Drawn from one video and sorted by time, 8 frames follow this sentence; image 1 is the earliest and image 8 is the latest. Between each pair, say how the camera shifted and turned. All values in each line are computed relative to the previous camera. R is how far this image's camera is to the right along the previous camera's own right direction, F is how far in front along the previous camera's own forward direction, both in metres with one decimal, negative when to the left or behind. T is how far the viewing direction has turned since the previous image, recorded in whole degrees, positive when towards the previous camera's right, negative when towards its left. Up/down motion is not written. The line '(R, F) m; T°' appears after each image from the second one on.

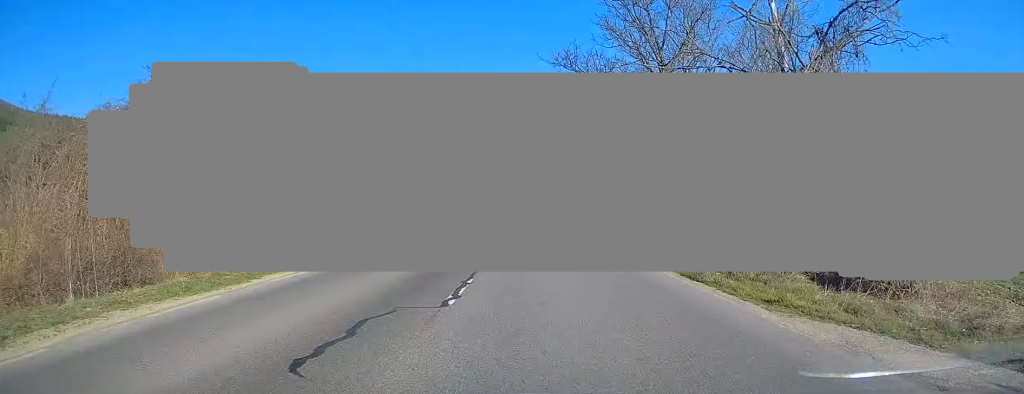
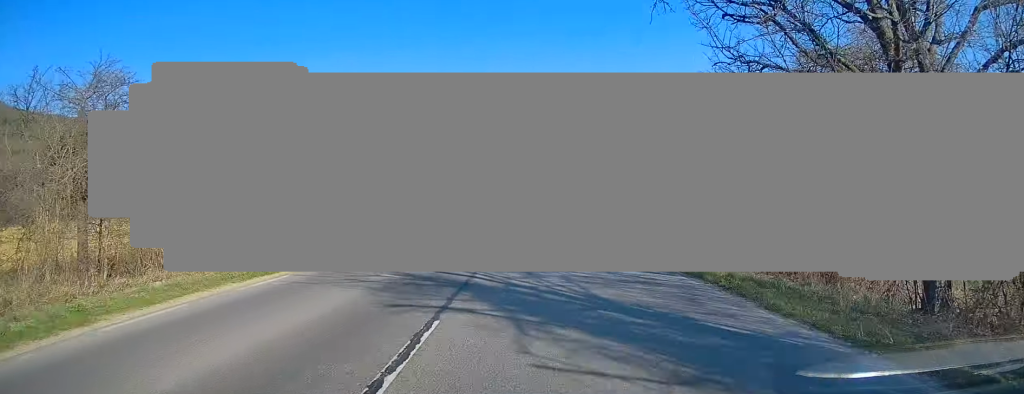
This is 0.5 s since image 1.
(-0.1, +13.0) m; 0°
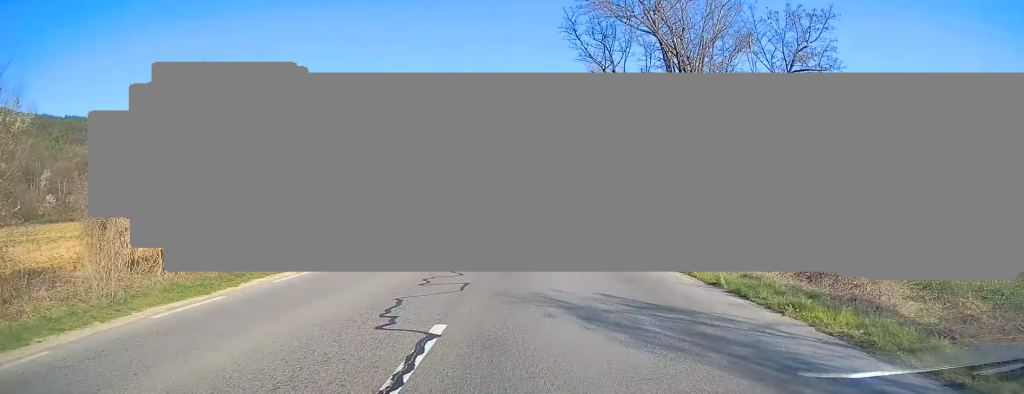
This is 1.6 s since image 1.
(+0.1, +27.2) m; 0°
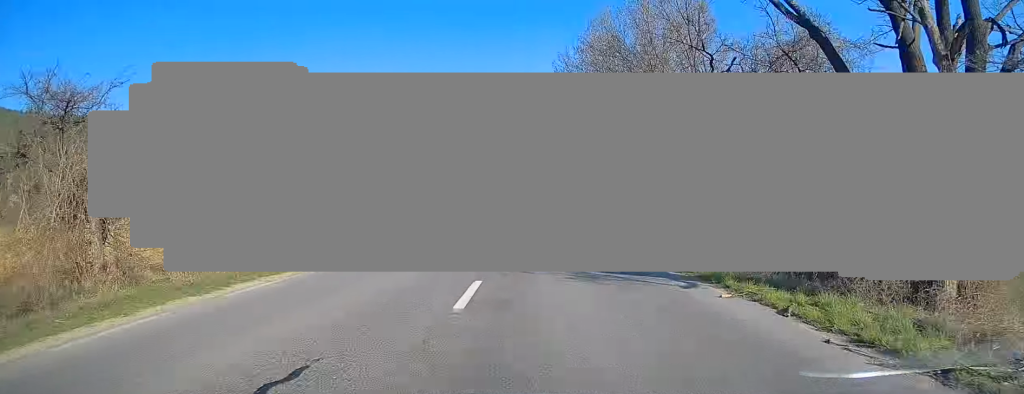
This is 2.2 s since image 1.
(-0.1, +14.0) m; 0°
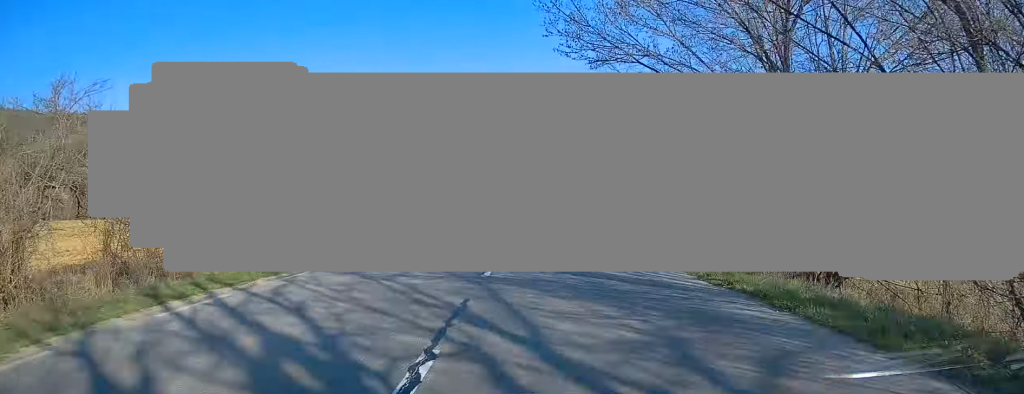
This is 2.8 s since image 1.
(-0.1, +14.1) m; 0°
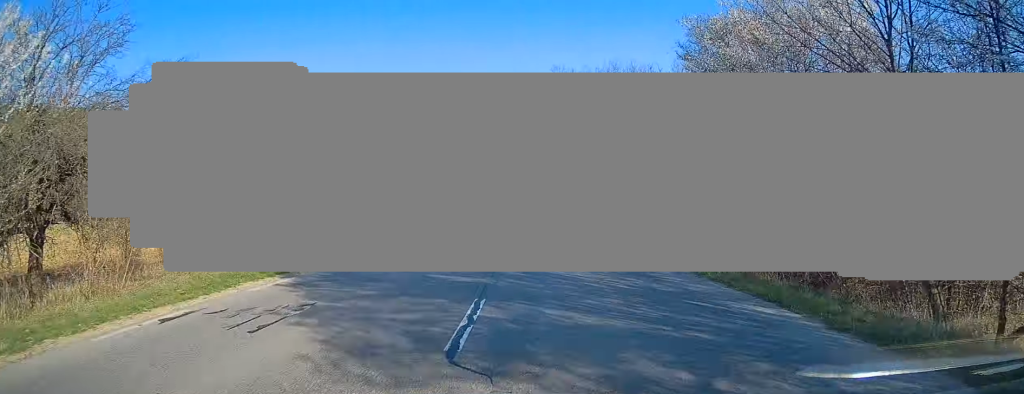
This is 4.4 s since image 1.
(+0.4, +41.8) m; +1°
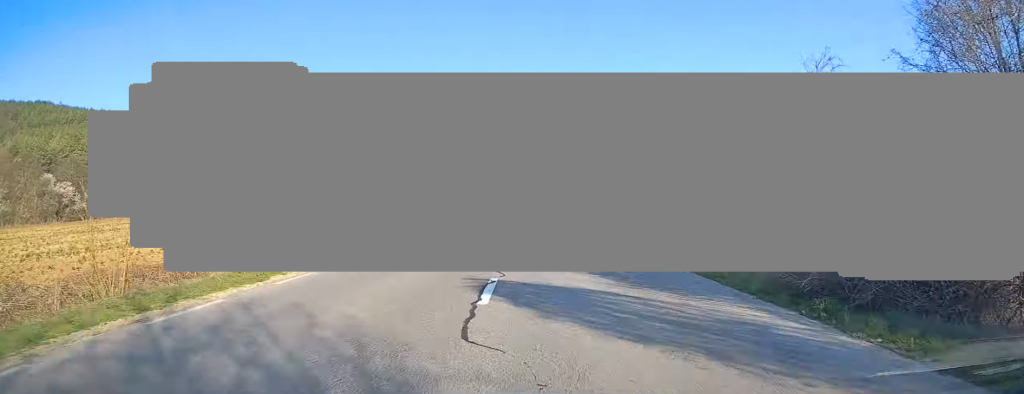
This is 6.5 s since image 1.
(+0.1, +51.4) m; 0°
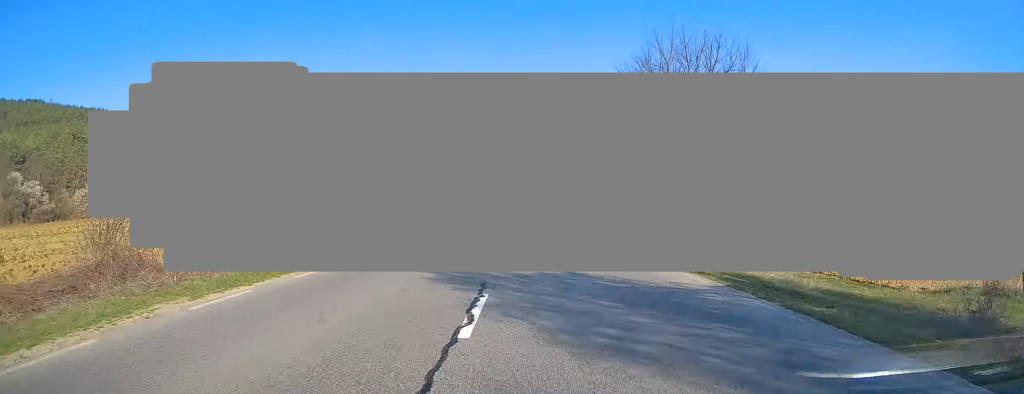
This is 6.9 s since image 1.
(0.0, +11.0) m; 0°
